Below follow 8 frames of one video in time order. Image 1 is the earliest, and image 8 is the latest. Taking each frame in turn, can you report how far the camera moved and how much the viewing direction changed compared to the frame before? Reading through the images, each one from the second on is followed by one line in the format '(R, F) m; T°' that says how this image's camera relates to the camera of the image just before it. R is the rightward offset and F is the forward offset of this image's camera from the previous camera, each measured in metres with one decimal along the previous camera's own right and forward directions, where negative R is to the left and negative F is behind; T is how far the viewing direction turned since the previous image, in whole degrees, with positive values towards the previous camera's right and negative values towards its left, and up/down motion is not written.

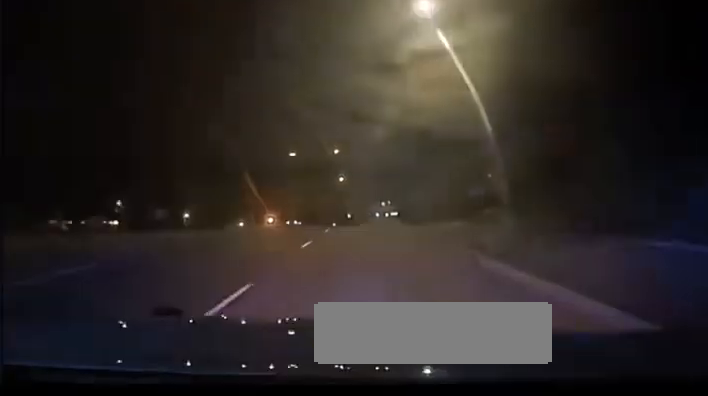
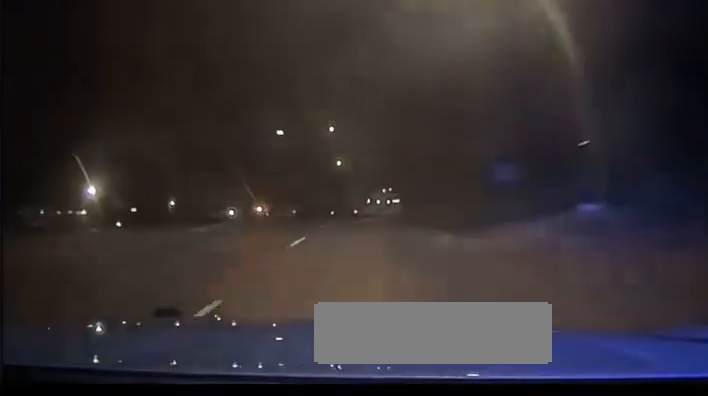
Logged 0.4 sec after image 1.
(-0.2, +14.6) m; 0°
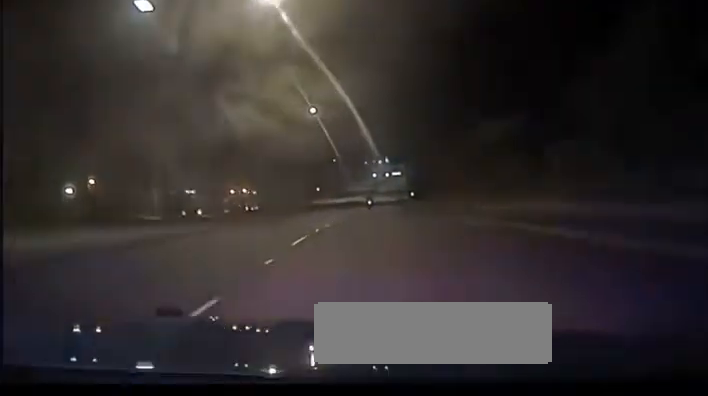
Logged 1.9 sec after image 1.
(+0.2, +49.3) m; +1°
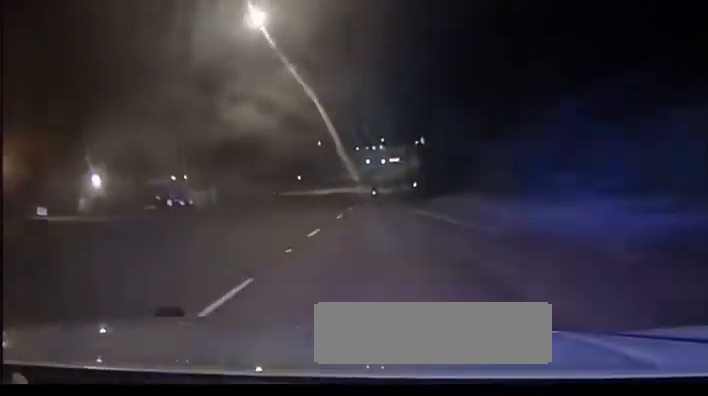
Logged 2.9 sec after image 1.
(0.0, +35.0) m; 0°
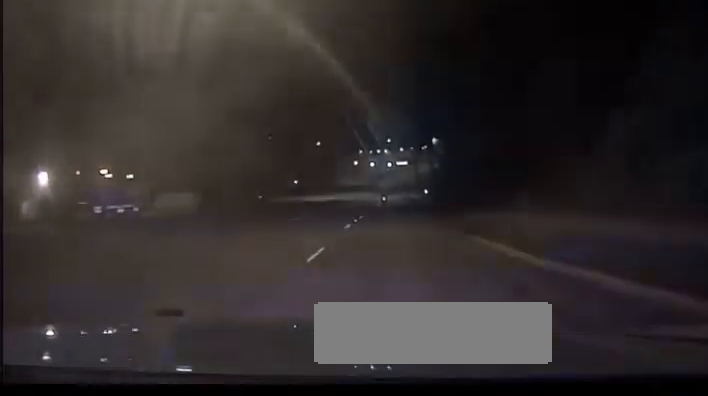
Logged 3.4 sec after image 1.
(-0.1, +17.4) m; 0°
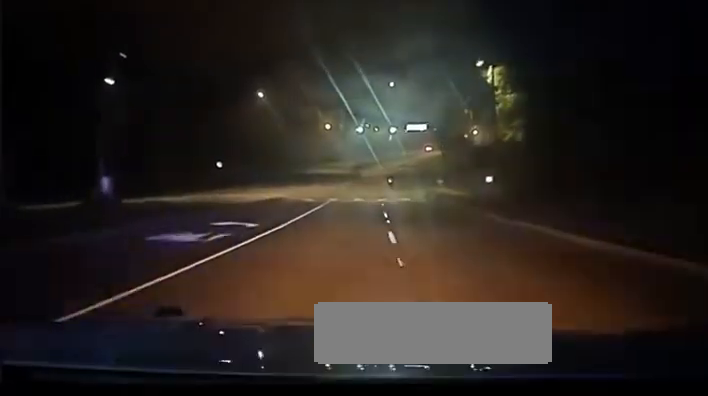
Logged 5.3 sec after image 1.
(+0.7, +69.5) m; +1°
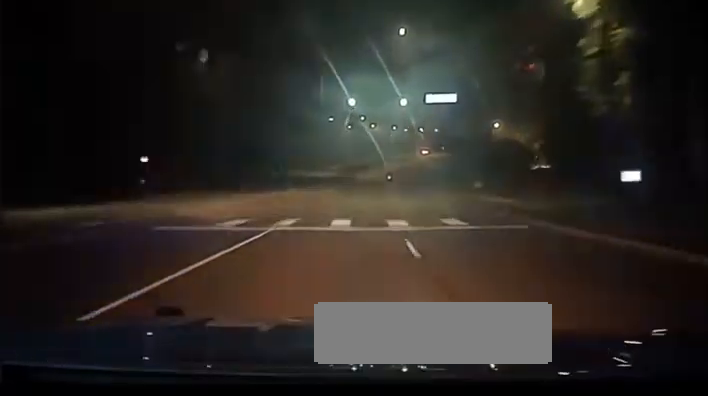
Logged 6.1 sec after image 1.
(+0.2, +28.1) m; 0°
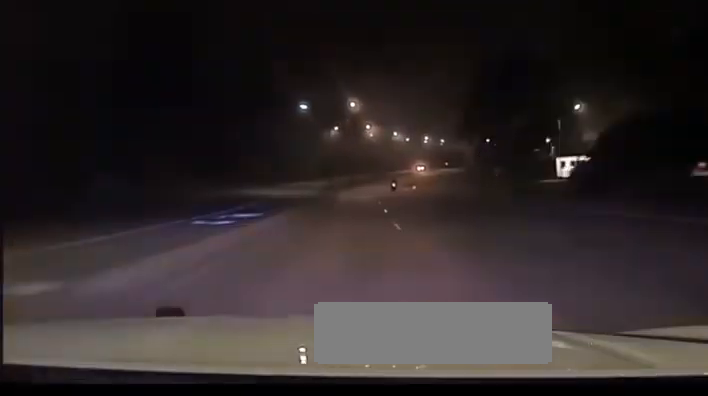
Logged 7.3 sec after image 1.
(+0.1, +48.8) m; +1°
